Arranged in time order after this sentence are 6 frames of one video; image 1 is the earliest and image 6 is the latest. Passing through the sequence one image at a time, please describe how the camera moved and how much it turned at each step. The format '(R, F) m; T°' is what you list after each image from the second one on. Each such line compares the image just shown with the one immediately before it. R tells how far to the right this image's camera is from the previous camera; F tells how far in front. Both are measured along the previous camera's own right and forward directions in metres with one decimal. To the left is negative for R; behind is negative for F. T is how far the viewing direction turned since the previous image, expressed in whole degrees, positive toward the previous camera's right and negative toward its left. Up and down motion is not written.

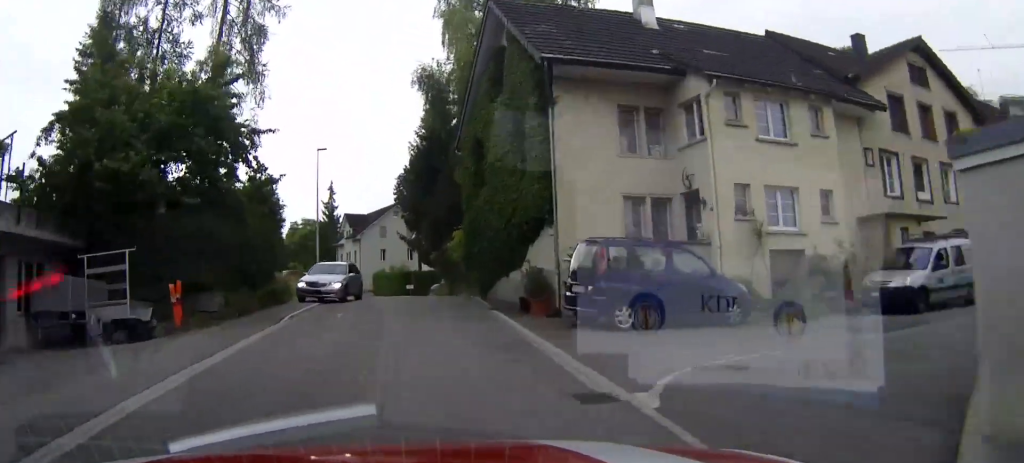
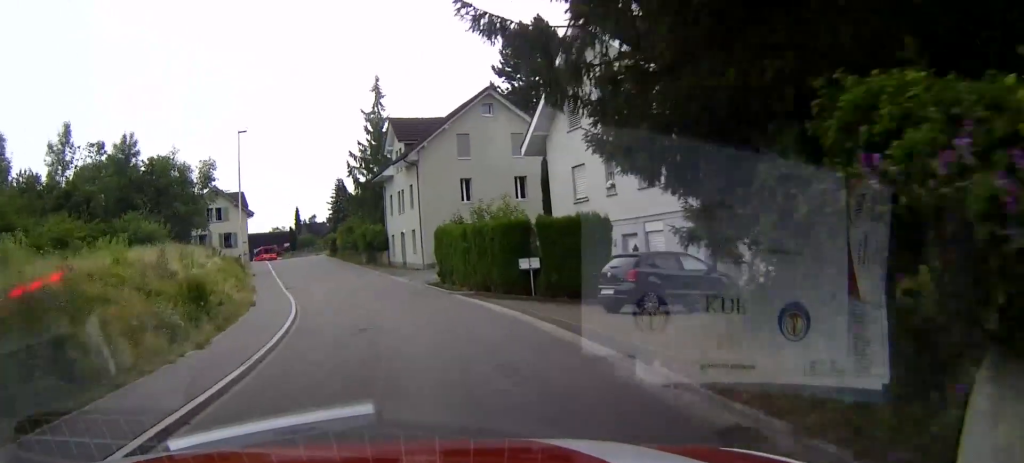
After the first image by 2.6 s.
(-0.7, +39.1) m; -8°
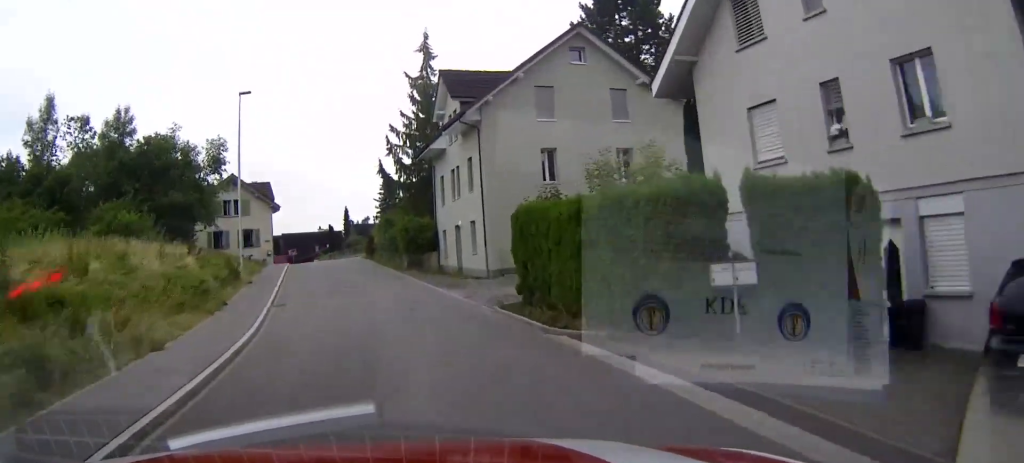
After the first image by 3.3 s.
(-1.0, +11.4) m; -4°
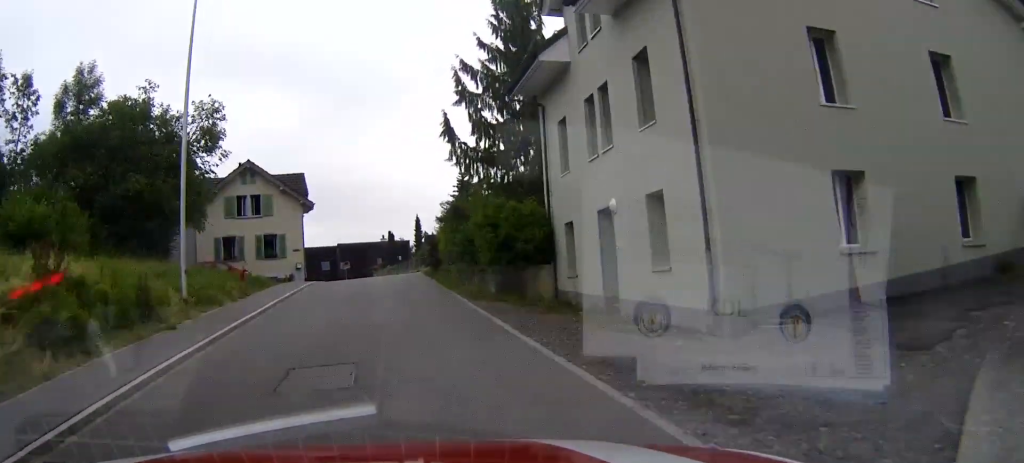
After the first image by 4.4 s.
(-0.5, +16.5) m; -2°
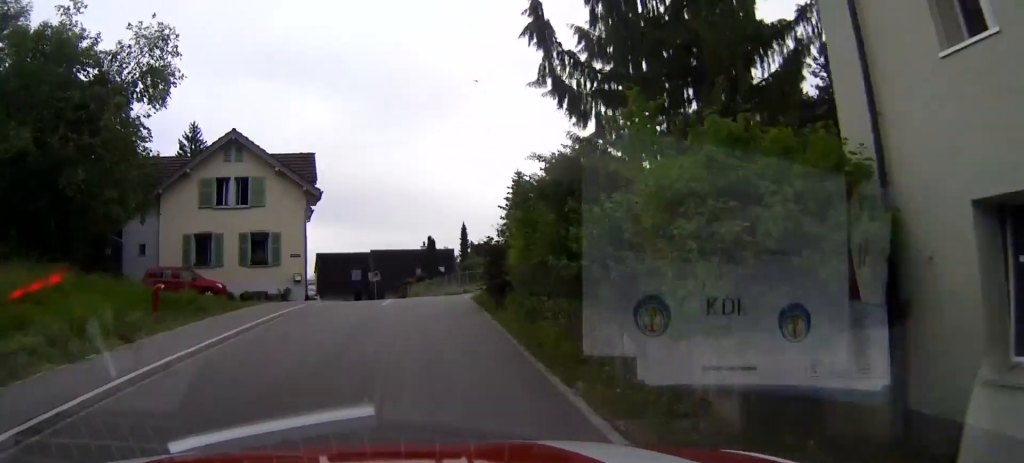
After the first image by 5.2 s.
(0.0, +13.5) m; -3°
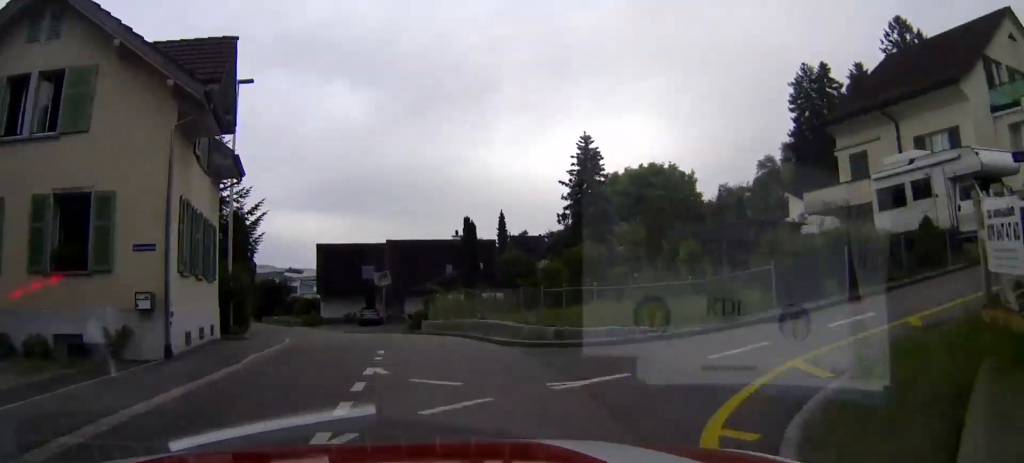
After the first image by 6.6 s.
(-1.5, +22.3) m; -7°
